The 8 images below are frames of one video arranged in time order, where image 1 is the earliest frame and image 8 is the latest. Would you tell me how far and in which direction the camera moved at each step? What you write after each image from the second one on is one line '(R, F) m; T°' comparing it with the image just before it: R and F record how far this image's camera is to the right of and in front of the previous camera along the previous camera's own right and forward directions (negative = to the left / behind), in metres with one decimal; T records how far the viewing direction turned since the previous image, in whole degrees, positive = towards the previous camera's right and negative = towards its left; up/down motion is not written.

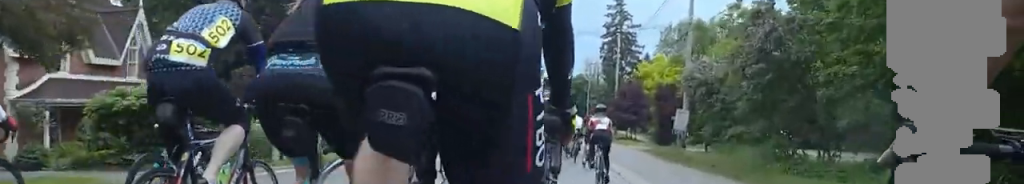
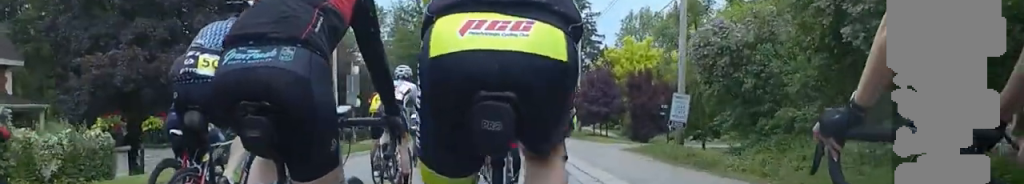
(-0.5, +9.6) m; 0°
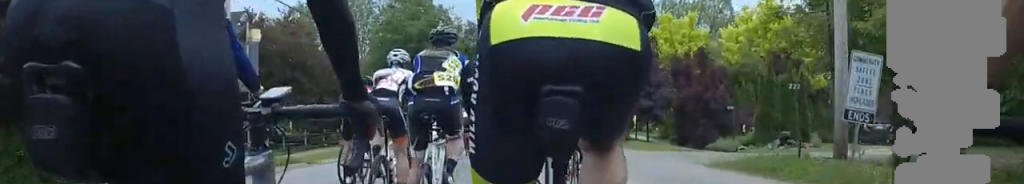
(+0.5, +14.6) m; 0°
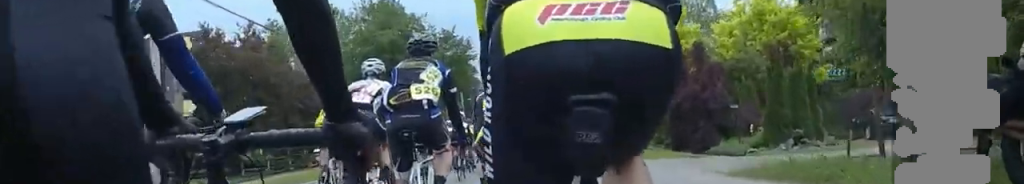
(-0.3, +4.2) m; -1°
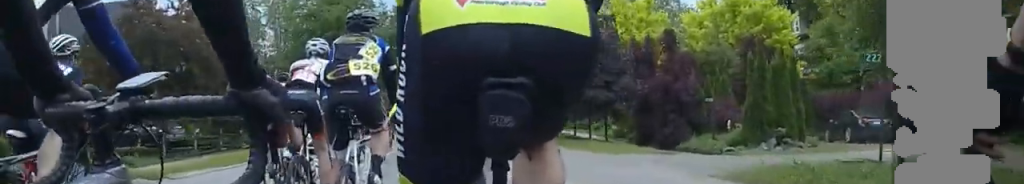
(+0.4, +4.4) m; +1°
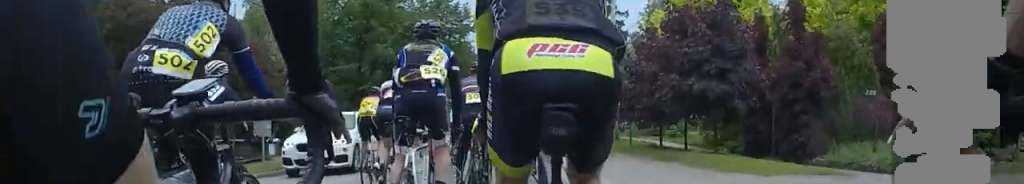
(-0.1, +14.3) m; +2°
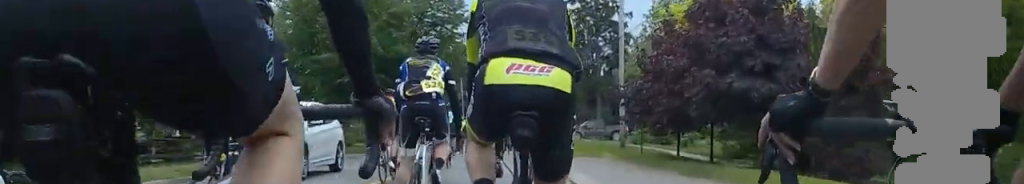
(+0.6, +6.9) m; -1°
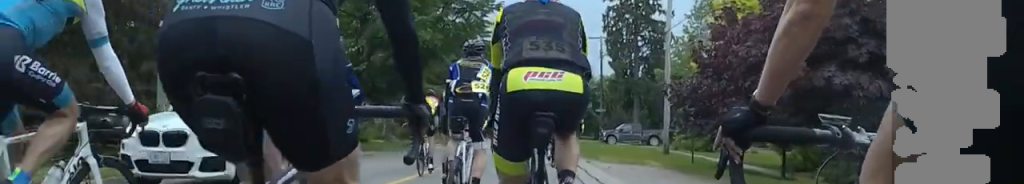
(-0.2, +5.8) m; 0°
